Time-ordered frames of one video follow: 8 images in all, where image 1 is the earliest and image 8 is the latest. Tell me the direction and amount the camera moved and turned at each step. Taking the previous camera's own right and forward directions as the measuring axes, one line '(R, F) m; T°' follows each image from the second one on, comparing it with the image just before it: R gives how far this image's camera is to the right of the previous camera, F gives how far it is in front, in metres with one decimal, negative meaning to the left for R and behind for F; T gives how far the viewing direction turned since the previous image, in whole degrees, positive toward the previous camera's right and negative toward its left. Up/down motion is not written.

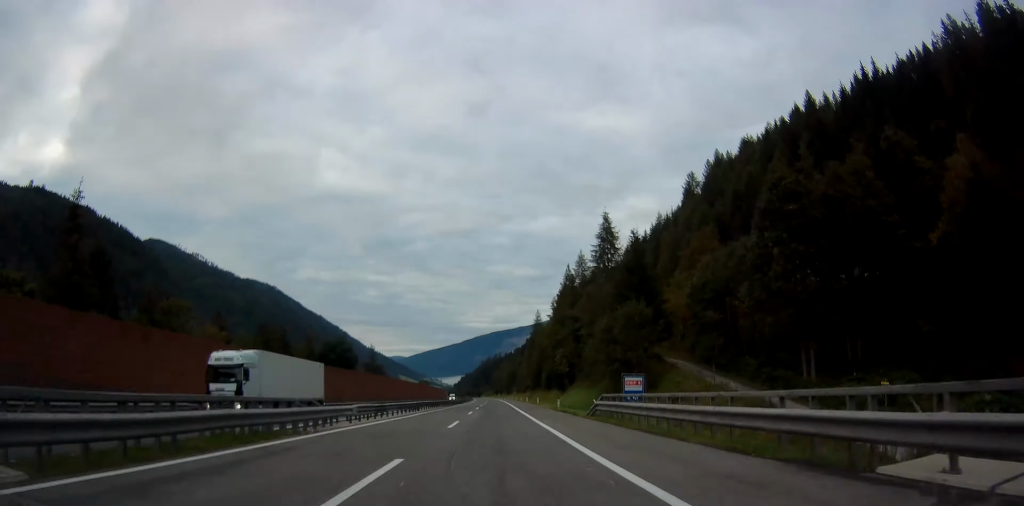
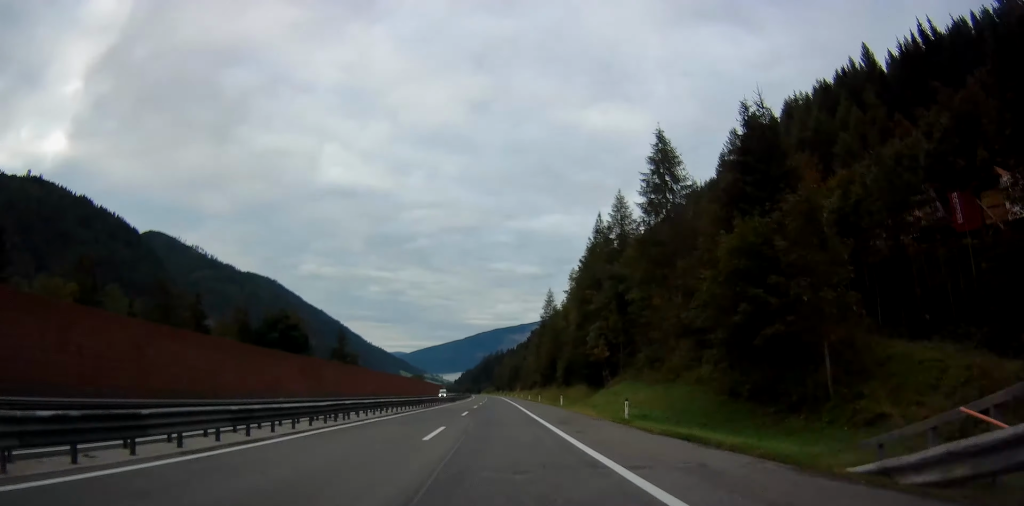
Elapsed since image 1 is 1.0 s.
(0.0, +26.8) m; 0°
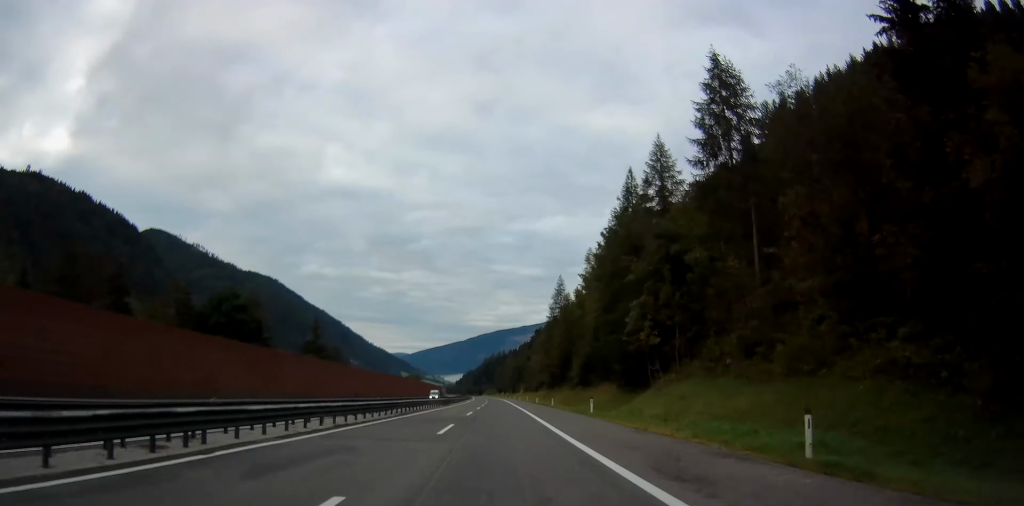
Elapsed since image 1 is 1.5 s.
(+0.1, +14.4) m; 0°
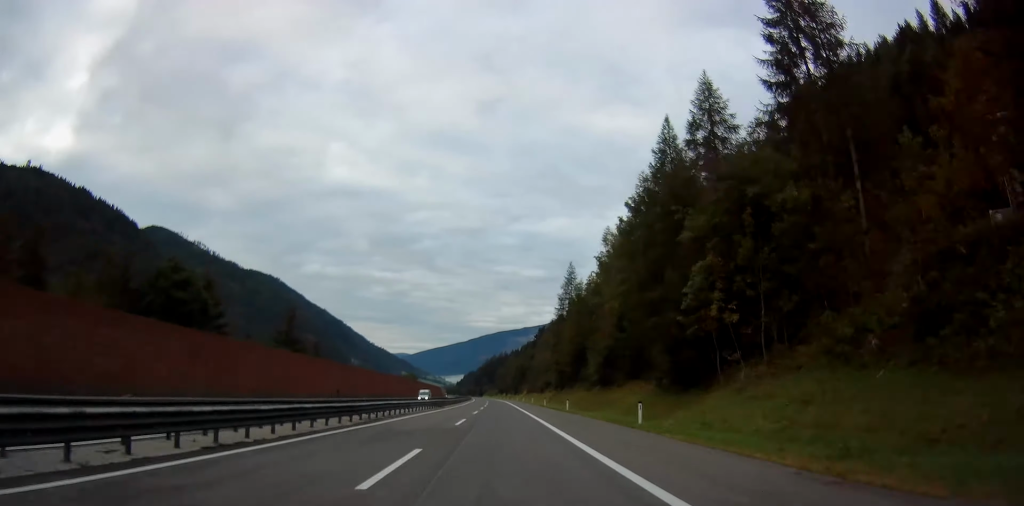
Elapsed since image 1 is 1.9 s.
(-0.1, +11.1) m; 0°
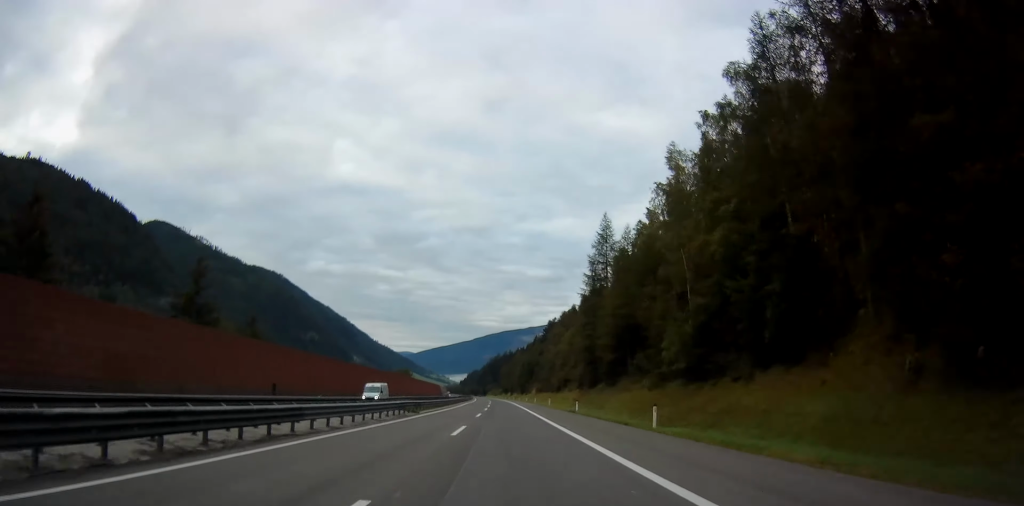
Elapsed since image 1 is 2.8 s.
(-0.1, +25.3) m; 0°
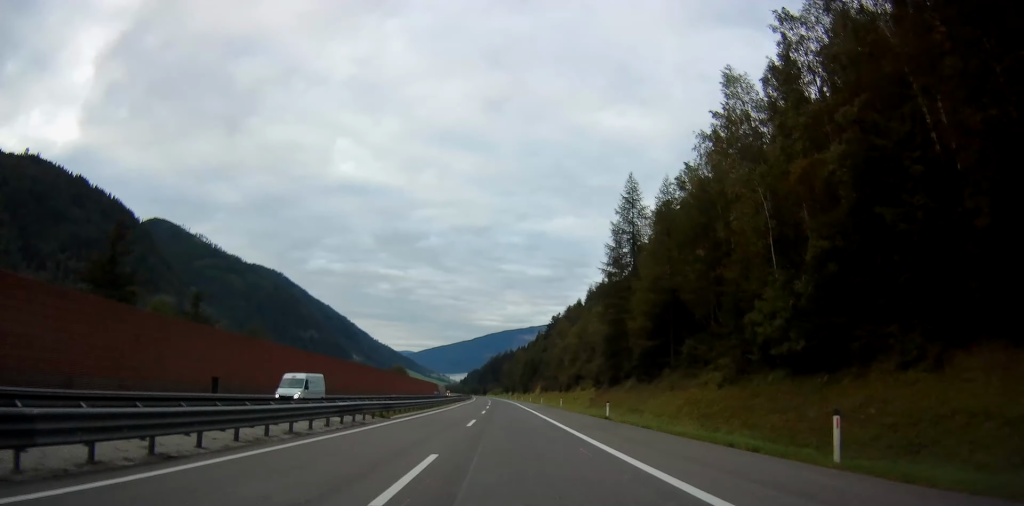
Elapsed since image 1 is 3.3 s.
(+0.1, +13.0) m; 0°
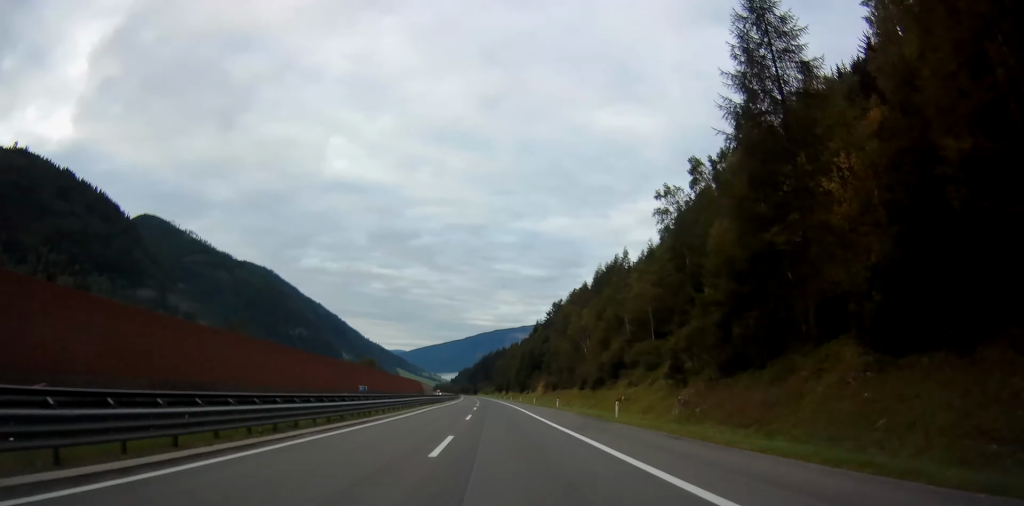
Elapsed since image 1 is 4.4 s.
(-0.2, +31.2) m; 0°
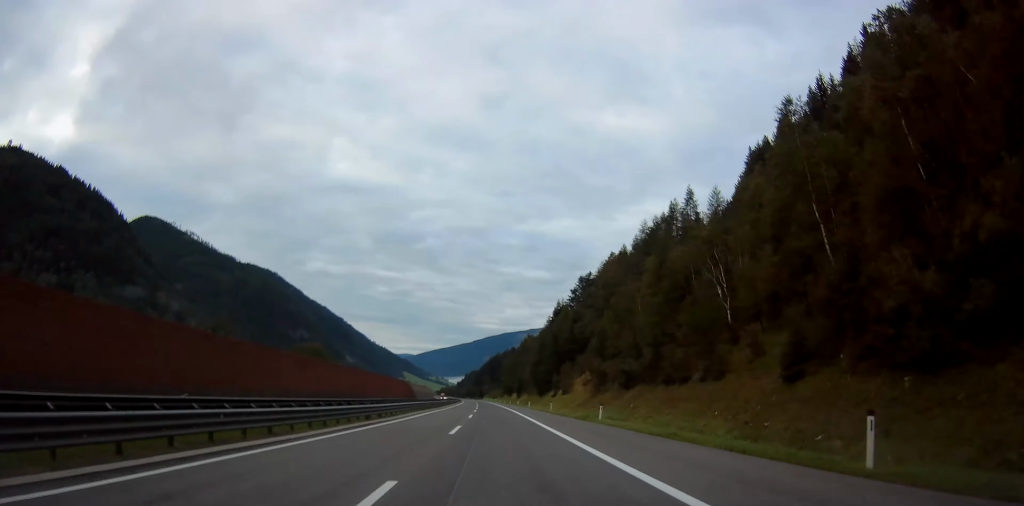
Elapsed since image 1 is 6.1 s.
(+0.1, +45.7) m; 0°
